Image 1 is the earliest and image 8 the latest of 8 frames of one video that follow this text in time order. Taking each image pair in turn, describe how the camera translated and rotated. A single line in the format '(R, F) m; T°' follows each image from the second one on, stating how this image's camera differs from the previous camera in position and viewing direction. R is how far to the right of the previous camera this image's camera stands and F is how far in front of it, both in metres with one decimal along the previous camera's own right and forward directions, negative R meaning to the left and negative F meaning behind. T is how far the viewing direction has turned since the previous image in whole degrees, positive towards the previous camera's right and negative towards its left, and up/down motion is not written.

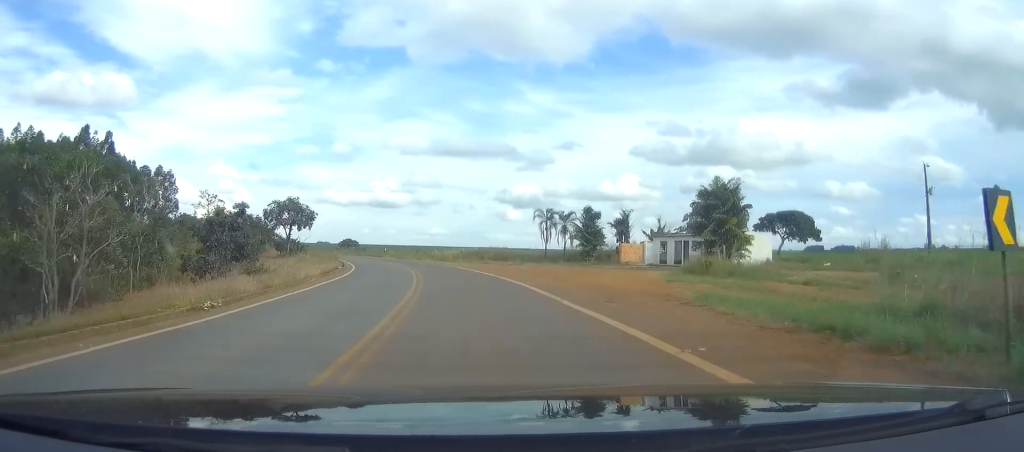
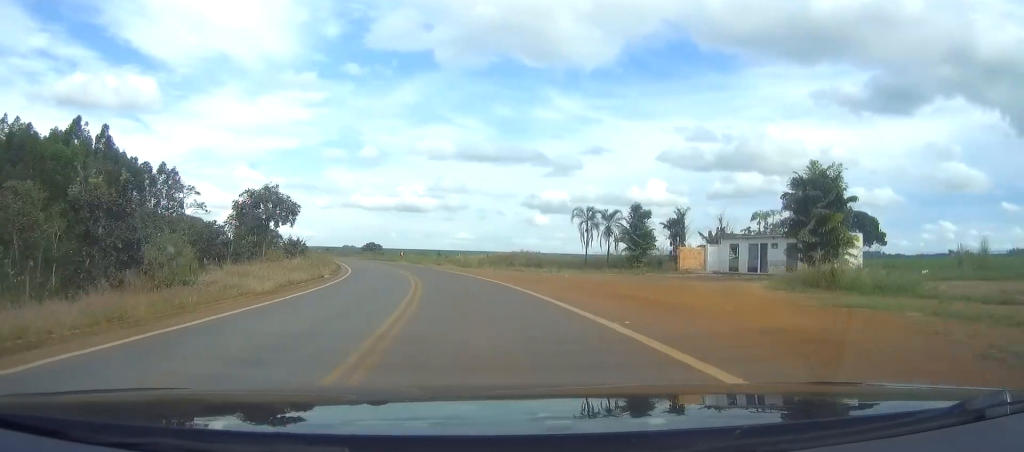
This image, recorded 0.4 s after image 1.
(0.0, +12.0) m; 0°
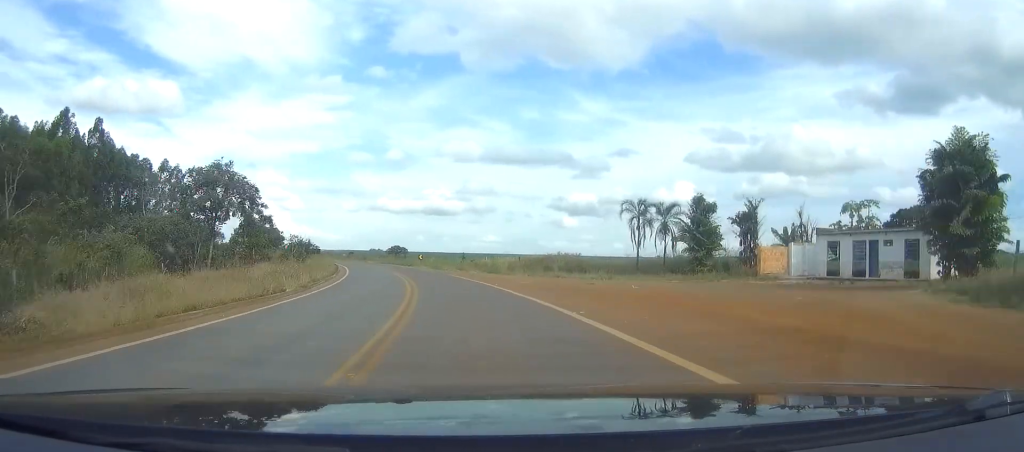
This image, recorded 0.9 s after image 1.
(0.0, +12.0) m; 0°
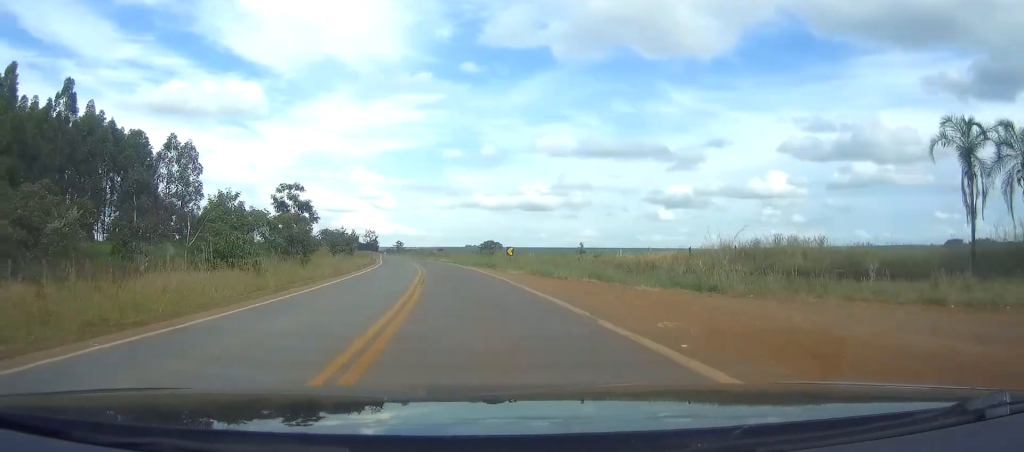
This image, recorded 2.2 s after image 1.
(0.0, +36.4) m; 0°
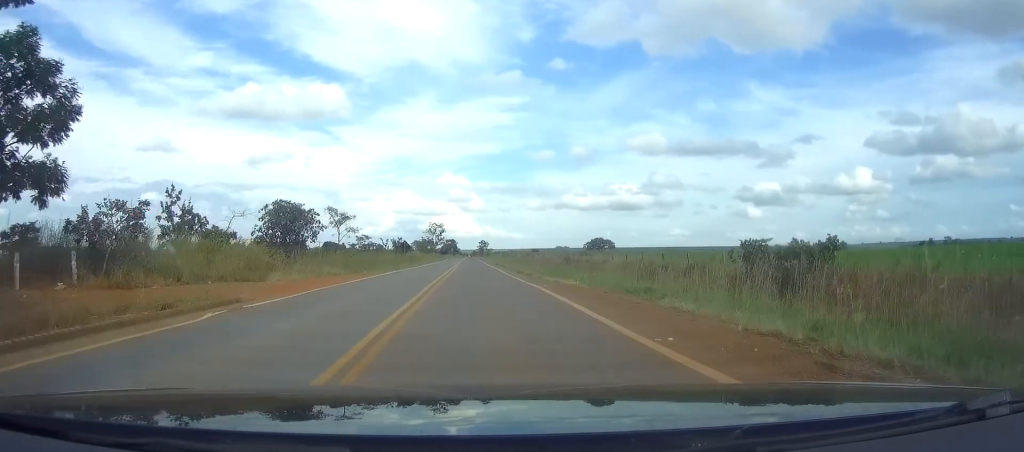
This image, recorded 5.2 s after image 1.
(+0.1, +87.0) m; 0°
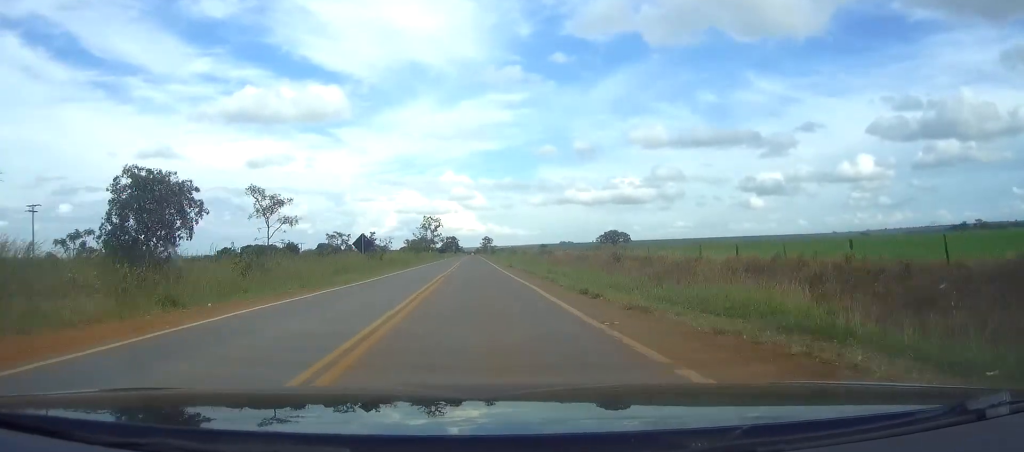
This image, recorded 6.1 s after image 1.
(0.0, +27.5) m; 0°
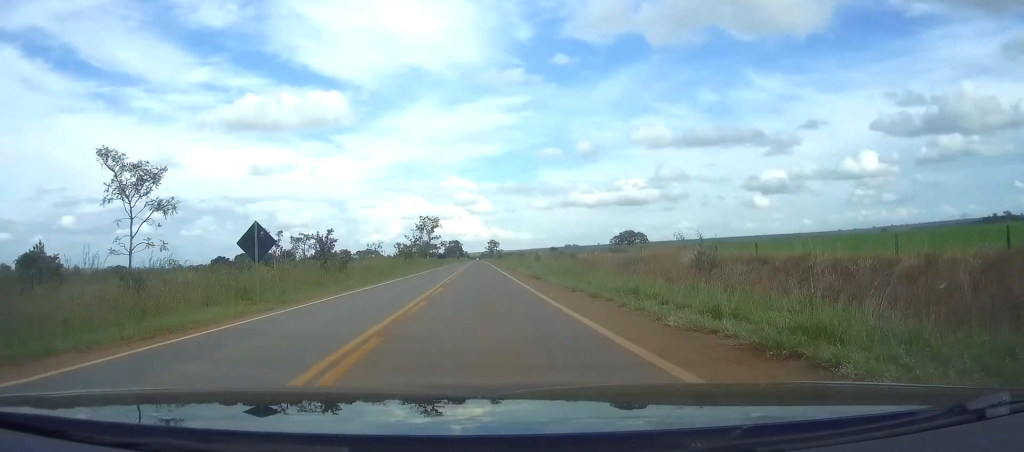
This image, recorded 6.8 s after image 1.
(0.0, +22.1) m; 0°
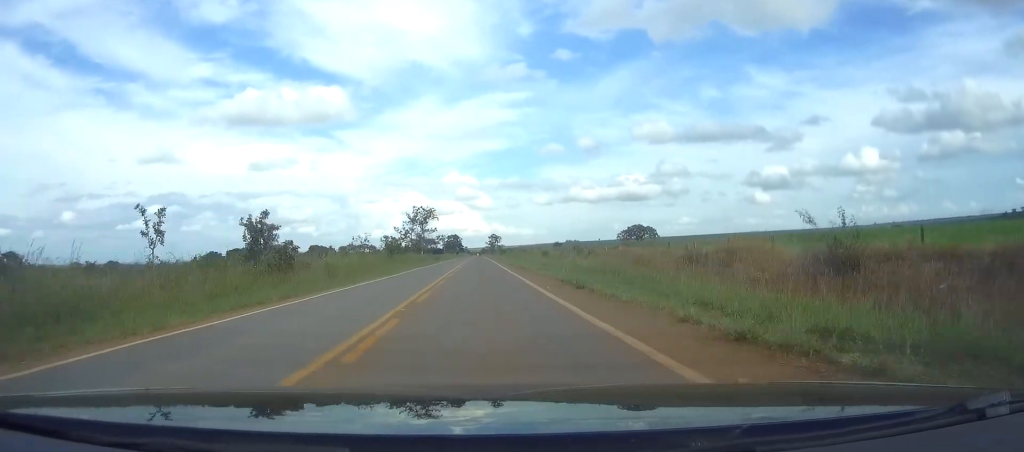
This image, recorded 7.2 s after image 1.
(0.0, +14.9) m; 0°
